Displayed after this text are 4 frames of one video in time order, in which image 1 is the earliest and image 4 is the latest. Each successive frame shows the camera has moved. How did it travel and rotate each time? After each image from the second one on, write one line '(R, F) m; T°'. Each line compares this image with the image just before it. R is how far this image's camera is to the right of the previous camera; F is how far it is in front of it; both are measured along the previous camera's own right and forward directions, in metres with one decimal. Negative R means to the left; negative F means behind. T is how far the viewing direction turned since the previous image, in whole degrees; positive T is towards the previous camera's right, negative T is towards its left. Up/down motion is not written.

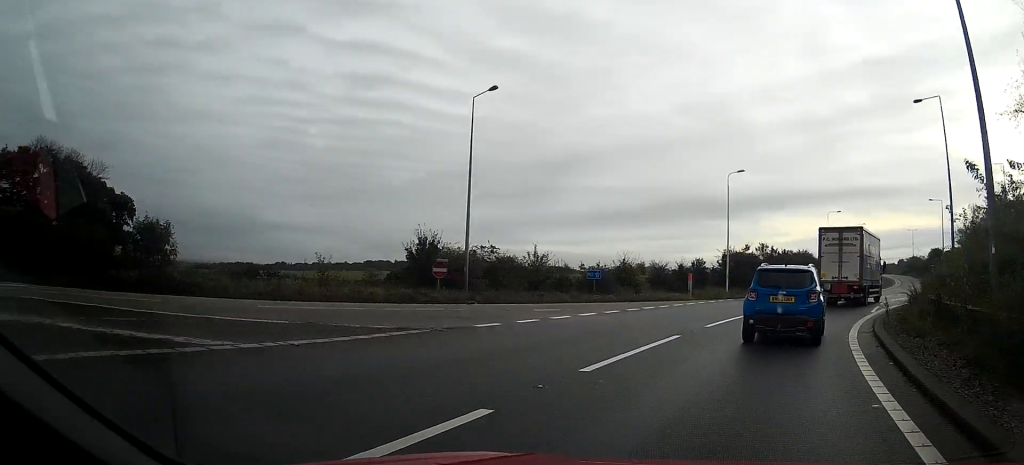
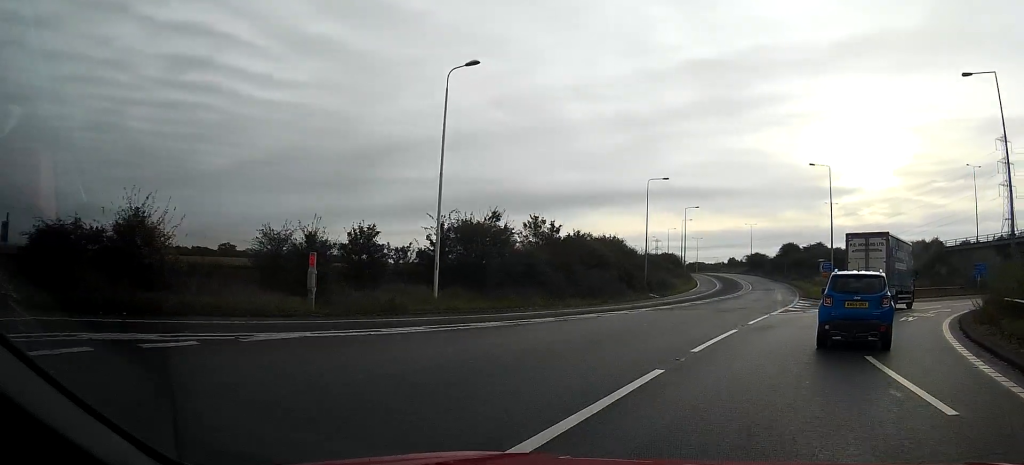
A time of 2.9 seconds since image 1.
(+3.3, +30.8) m; +15°
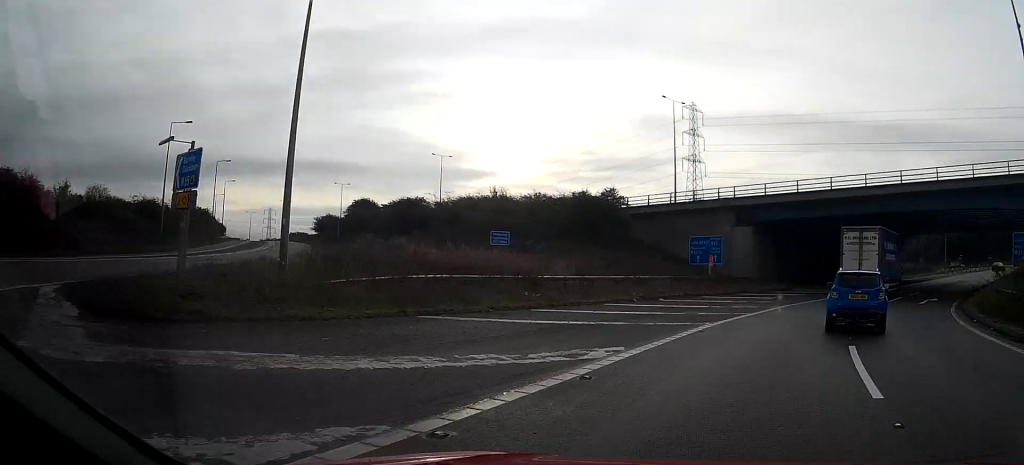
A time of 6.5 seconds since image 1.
(+12.2, +41.1) m; +34°
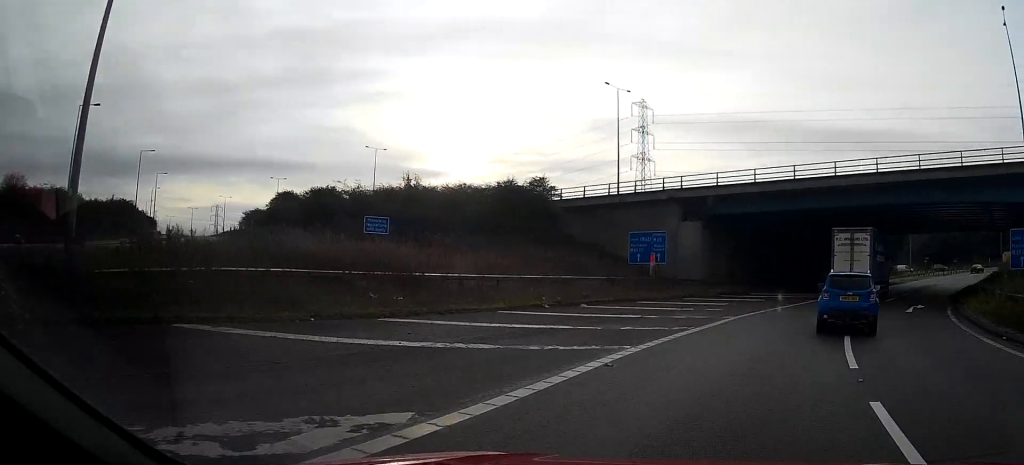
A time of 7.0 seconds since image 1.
(+0.5, +6.1) m; +4°
